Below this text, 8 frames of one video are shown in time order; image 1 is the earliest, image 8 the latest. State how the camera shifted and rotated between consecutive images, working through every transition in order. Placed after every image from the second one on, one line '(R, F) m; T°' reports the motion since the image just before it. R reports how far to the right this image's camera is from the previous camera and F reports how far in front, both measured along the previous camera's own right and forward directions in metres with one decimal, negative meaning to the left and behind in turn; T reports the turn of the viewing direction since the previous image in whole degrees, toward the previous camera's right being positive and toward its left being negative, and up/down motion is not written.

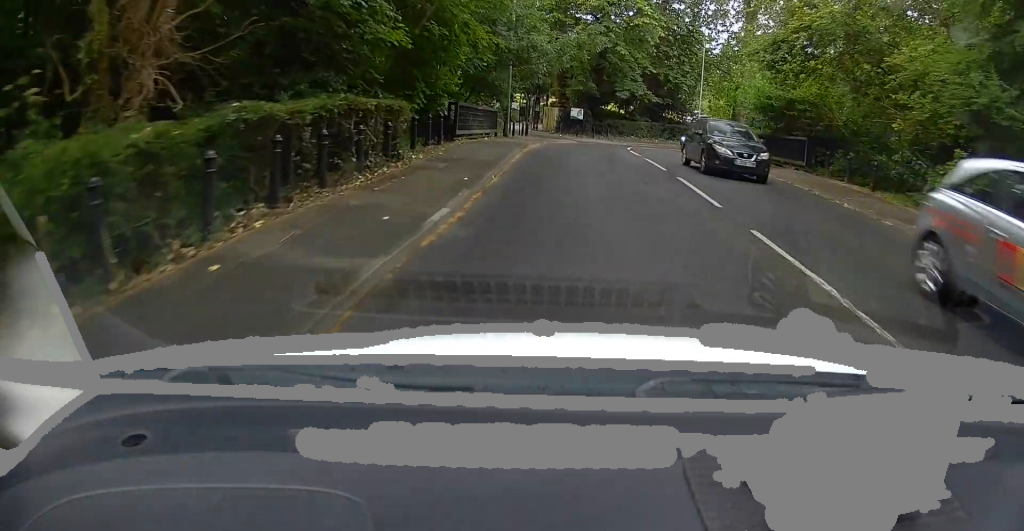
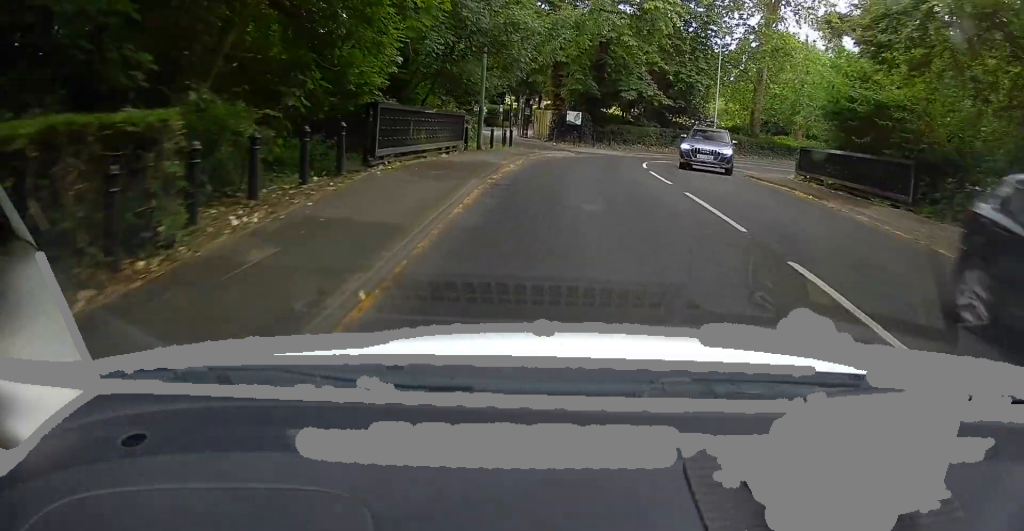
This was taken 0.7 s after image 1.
(0.0, +7.3) m; -3°
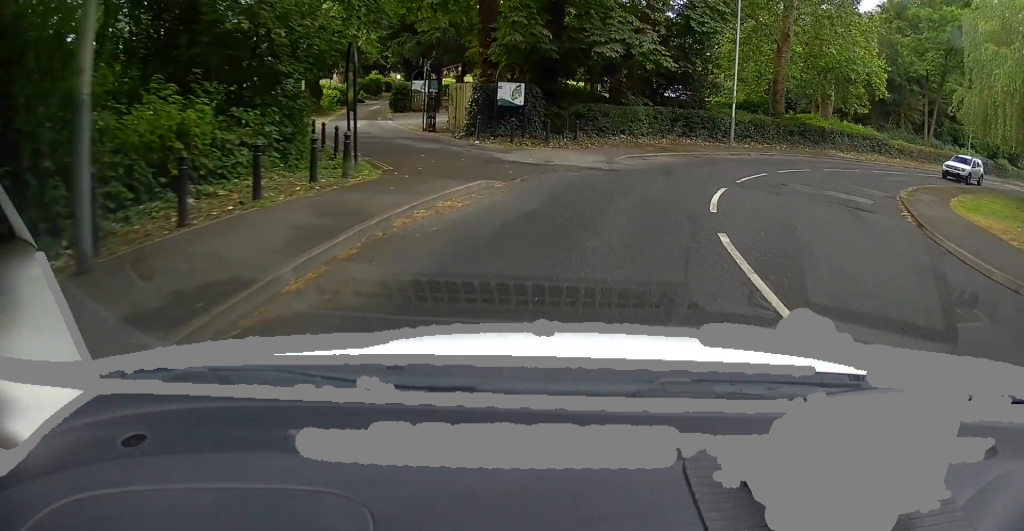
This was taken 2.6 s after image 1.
(-0.5, +16.8) m; +3°
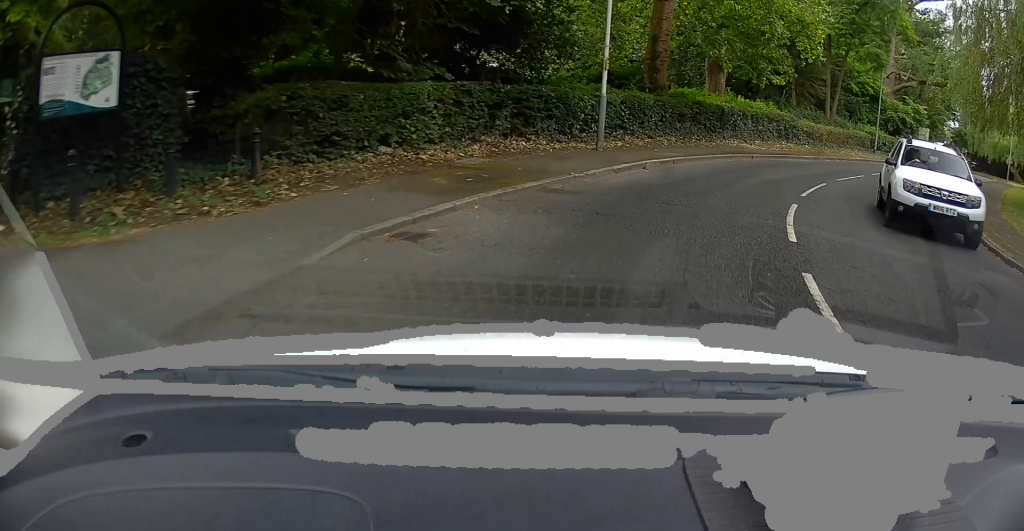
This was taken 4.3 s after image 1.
(+1.9, +13.2) m; +21°
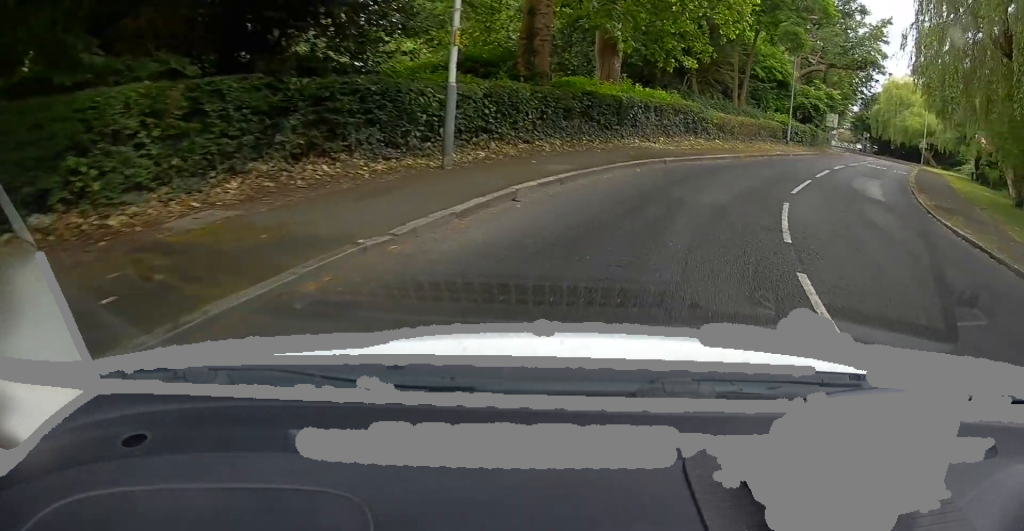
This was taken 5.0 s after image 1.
(+0.4, +5.5) m; +11°
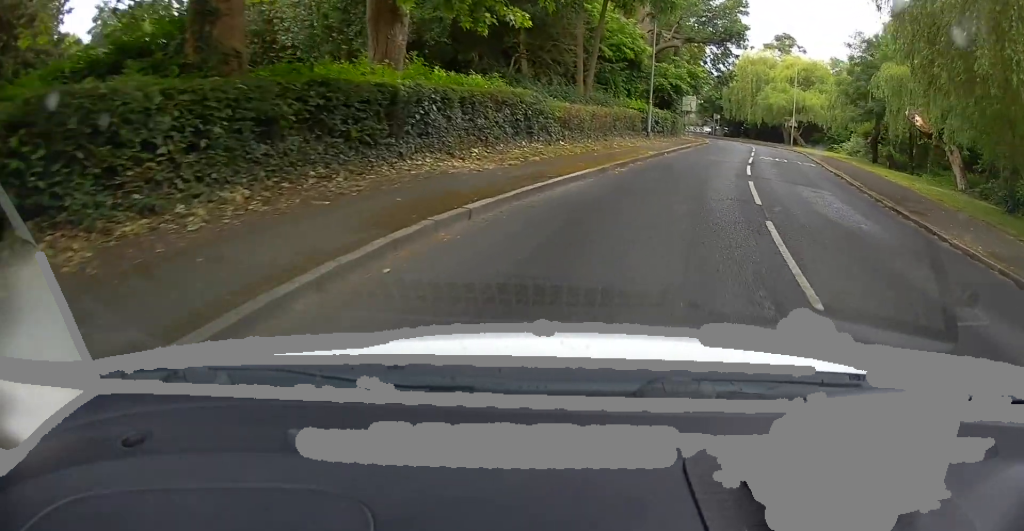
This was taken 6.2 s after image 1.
(+1.4, +9.2) m; +16°
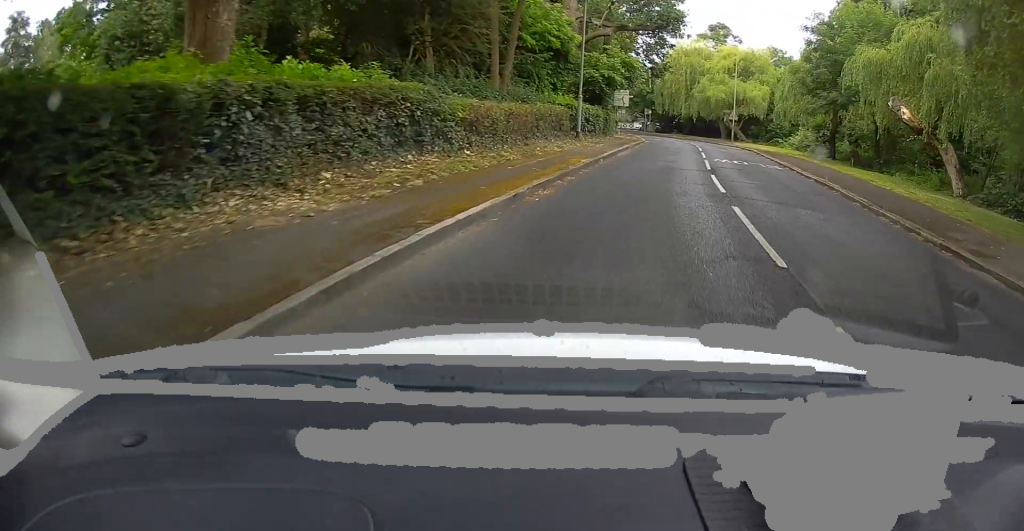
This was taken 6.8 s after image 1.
(+0.3, +4.7) m; +8°
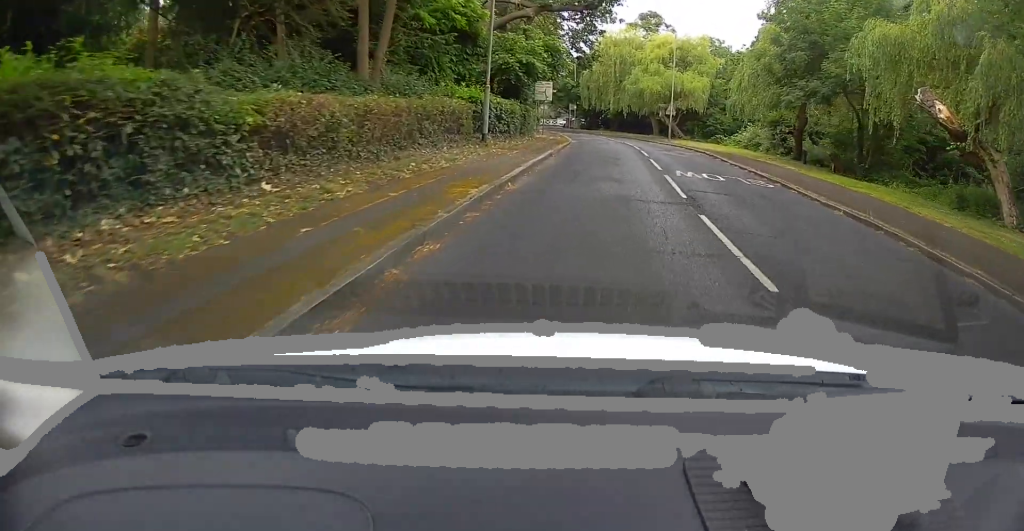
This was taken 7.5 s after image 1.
(+0.8, +6.7) m; +6°
